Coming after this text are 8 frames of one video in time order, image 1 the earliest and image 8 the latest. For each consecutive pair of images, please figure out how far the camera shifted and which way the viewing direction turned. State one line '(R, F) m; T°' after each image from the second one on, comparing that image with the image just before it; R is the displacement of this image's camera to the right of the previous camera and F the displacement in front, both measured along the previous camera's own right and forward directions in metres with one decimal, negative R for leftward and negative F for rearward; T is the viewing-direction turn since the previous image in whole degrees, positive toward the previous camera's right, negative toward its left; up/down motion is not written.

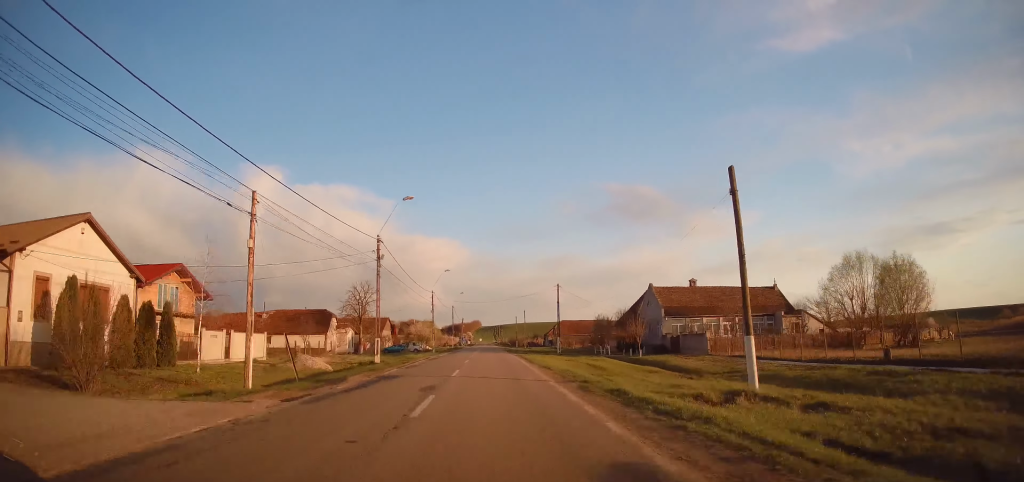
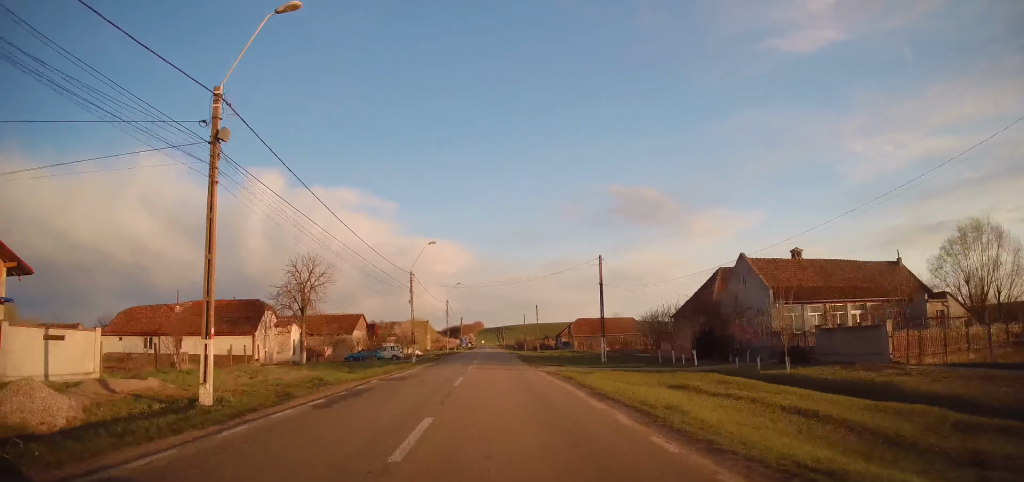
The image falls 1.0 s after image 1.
(-0.1, +21.3) m; -1°
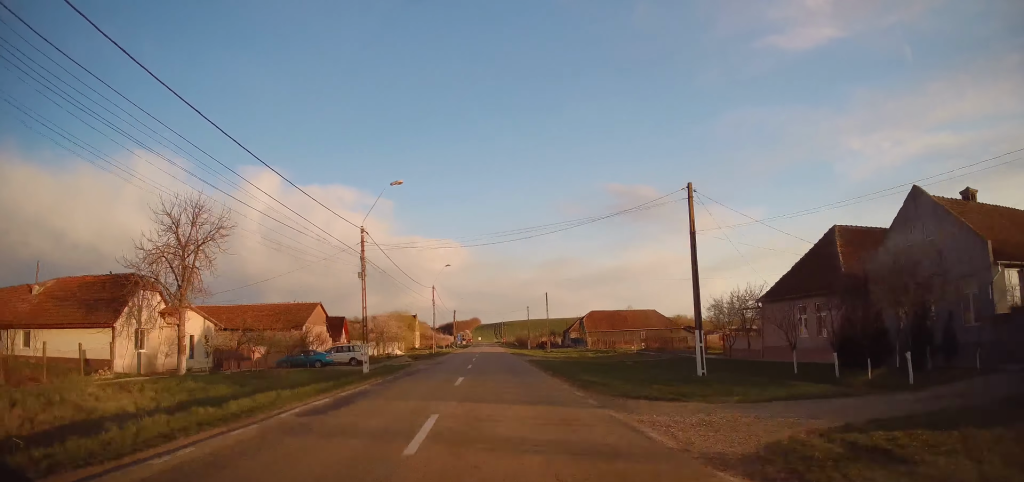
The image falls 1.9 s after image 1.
(-0.1, +17.2) m; 0°
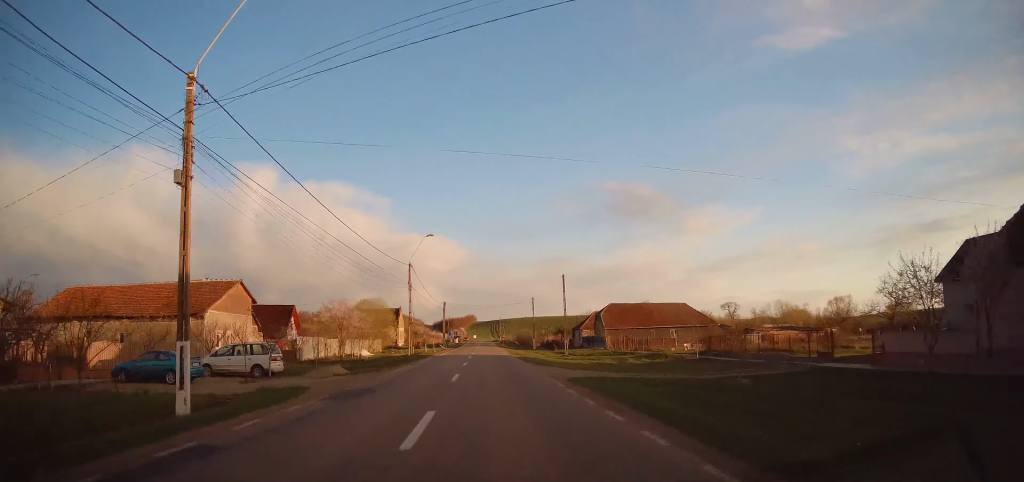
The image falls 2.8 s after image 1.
(+0.1, +16.0) m; +1°
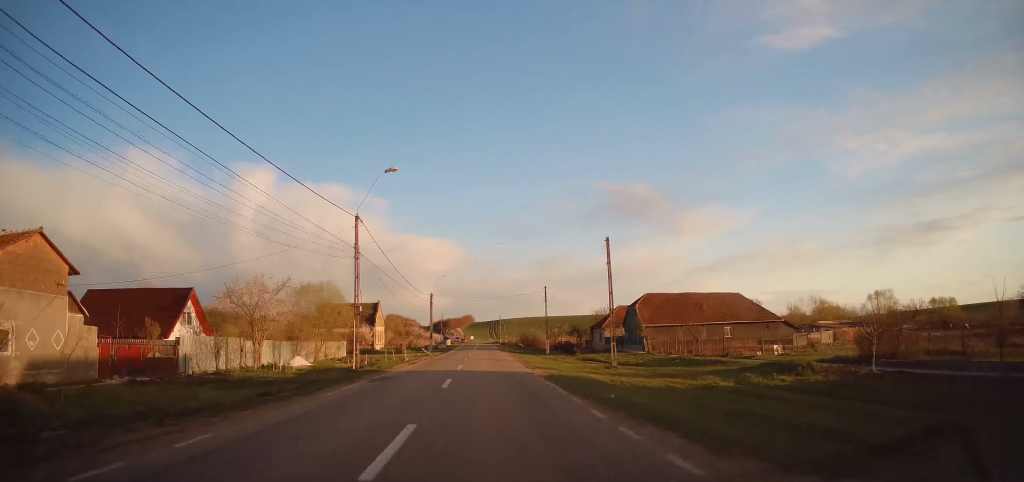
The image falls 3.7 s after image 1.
(+0.2, +15.6) m; 0°
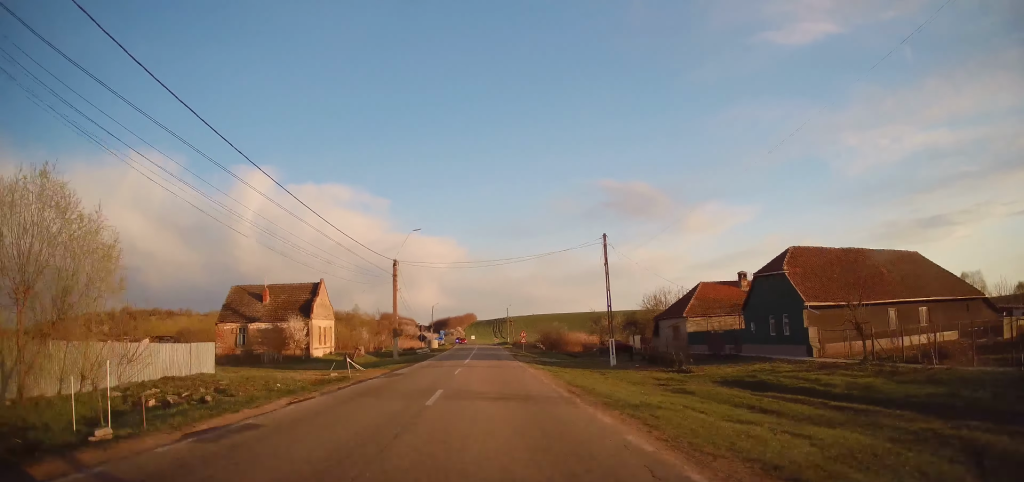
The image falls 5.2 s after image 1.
(-0.2, +22.5) m; 0°
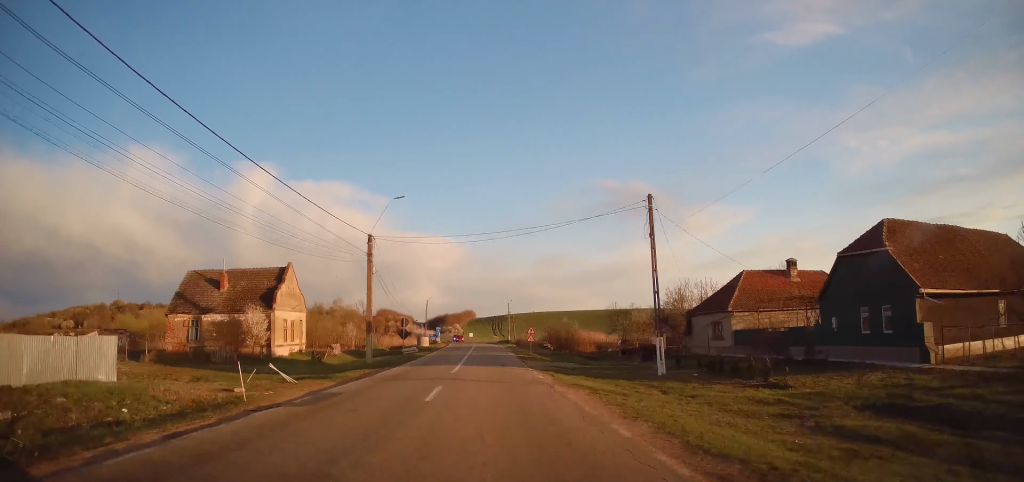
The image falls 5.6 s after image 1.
(0.0, +7.1) m; 0°
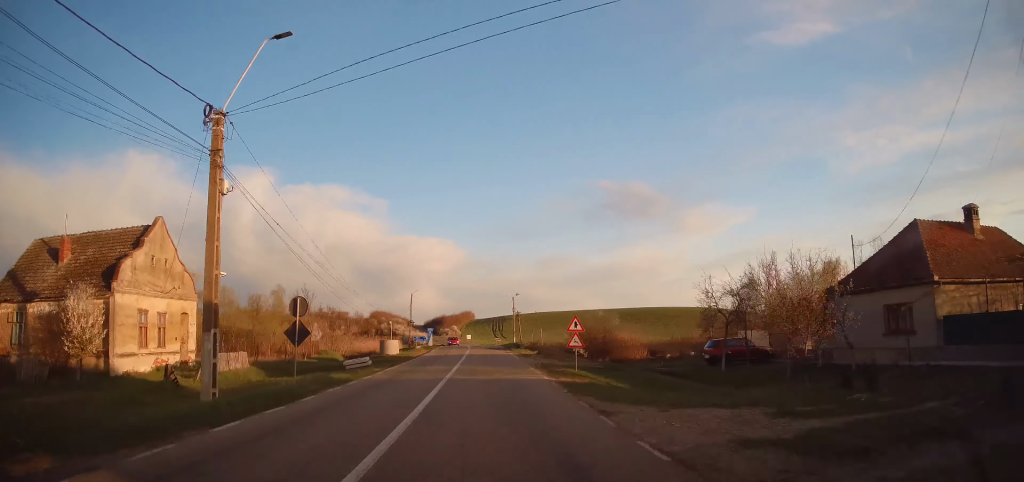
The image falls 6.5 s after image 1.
(+0.1, +16.7) m; 0°
